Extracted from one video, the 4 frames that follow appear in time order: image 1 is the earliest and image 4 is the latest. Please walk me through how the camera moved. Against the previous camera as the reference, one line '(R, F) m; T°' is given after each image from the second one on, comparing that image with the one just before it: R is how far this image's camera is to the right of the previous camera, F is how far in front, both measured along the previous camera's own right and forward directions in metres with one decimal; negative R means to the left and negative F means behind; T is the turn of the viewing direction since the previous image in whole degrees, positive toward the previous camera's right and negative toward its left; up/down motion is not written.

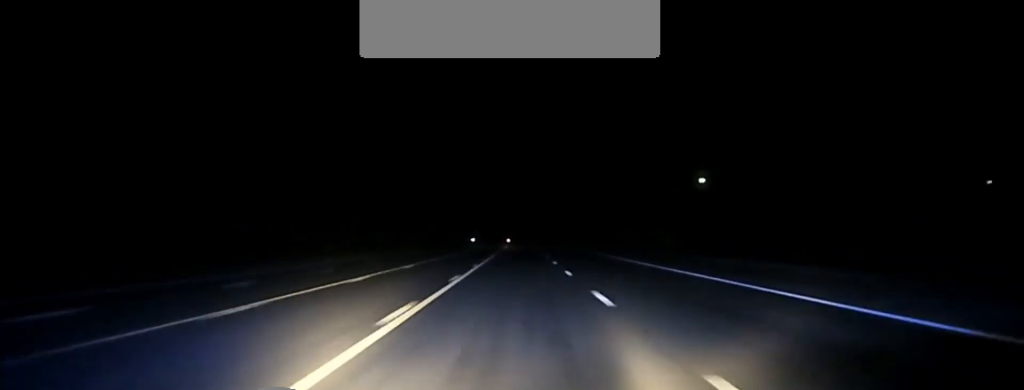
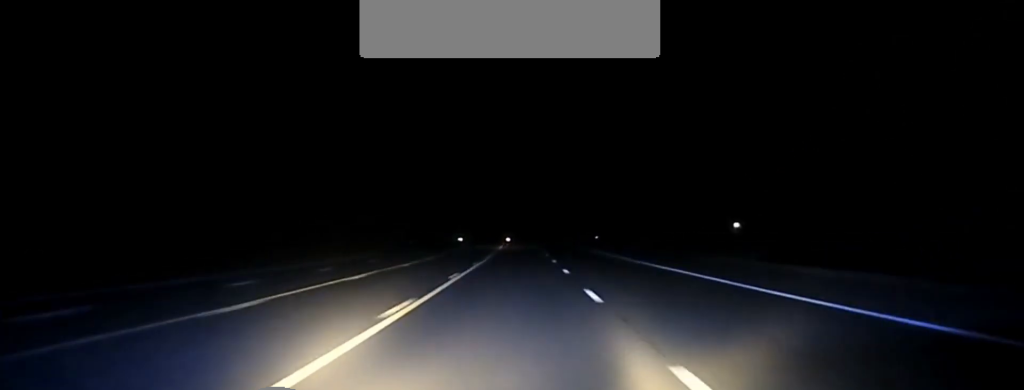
(+0.3, +139.6) m; 0°
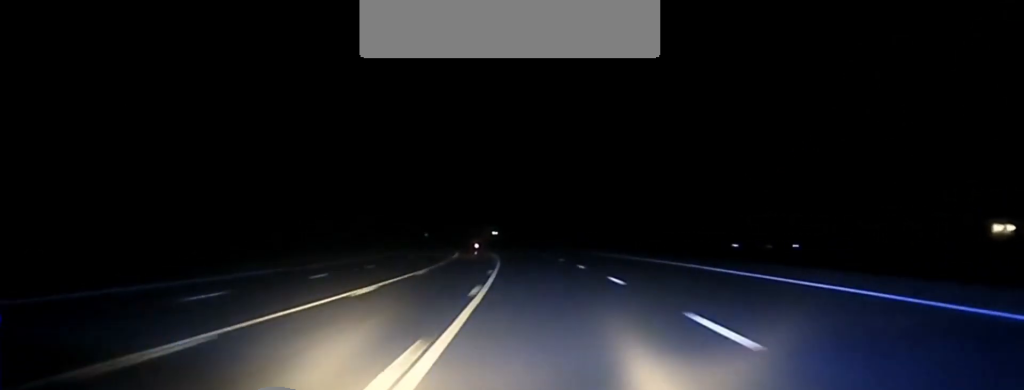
(-2.9, +114.7) m; -4°
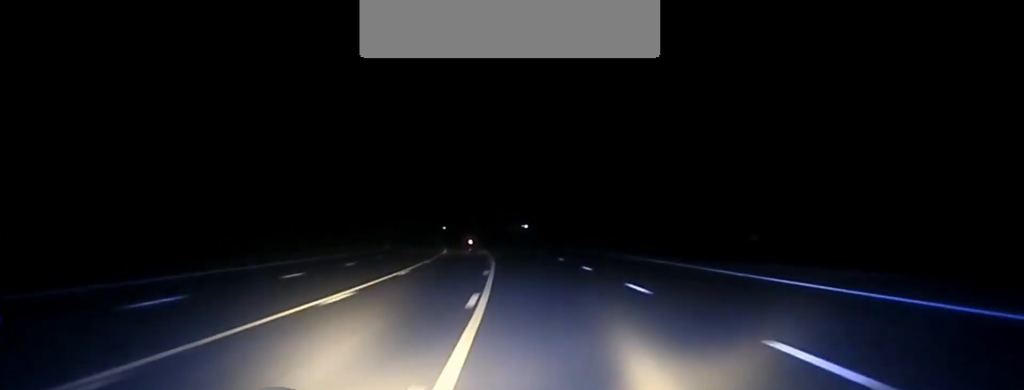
(-0.8, +46.9) m; -2°
